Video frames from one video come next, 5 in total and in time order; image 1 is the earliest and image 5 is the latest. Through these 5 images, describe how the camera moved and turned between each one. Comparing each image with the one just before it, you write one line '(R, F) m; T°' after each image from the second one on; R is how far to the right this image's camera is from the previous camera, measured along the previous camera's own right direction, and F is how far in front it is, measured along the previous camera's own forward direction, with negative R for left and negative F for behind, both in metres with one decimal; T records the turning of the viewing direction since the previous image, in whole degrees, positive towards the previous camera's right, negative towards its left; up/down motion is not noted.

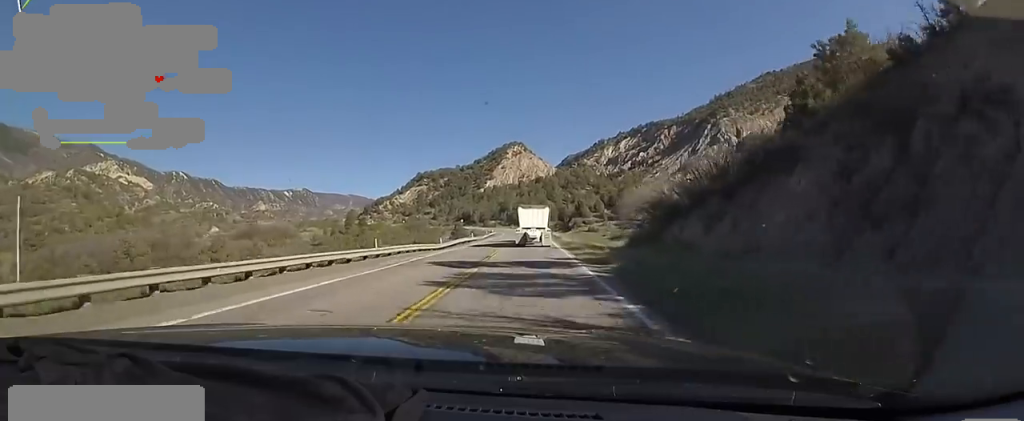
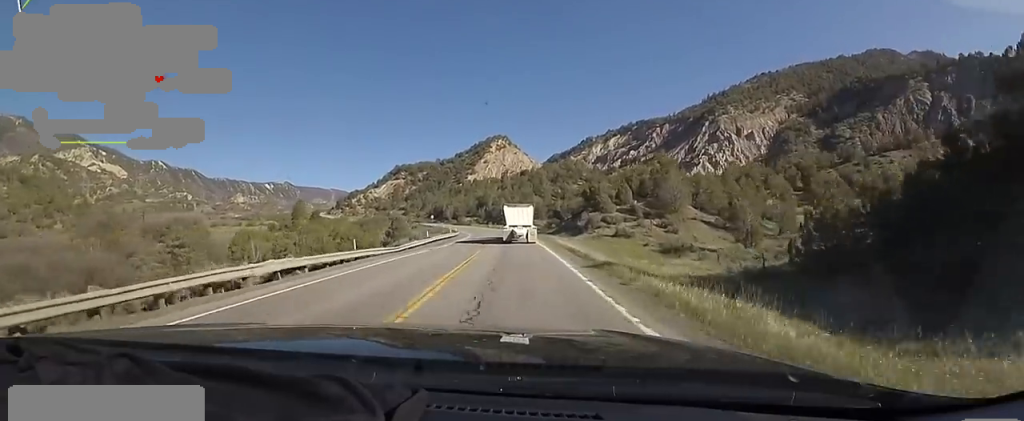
(+1.9, +39.7) m; +3°
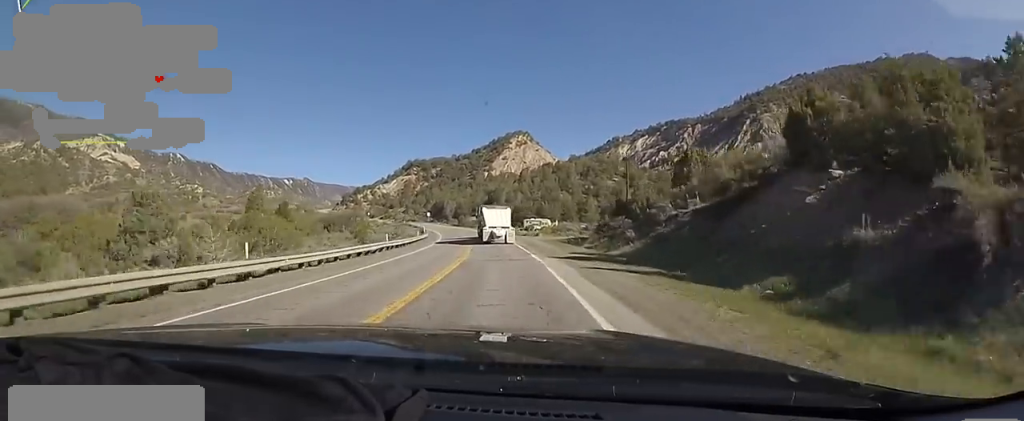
(-2.1, +47.7) m; -5°
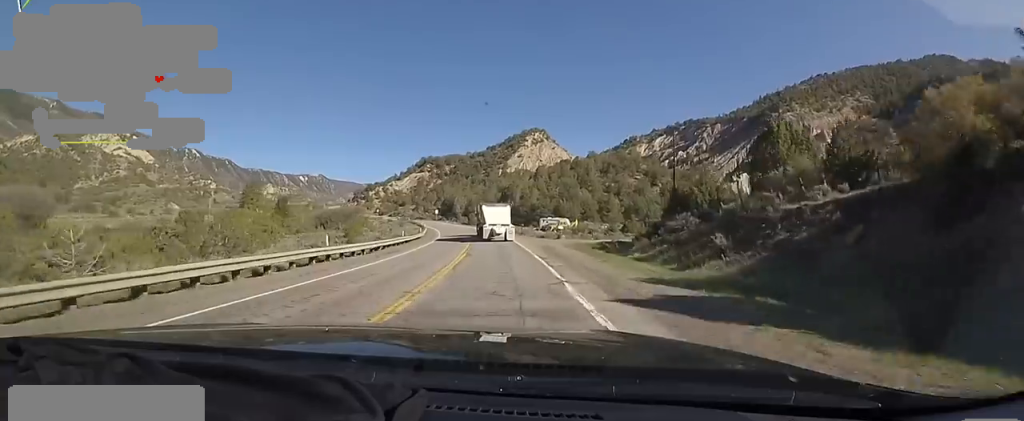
(0.0, +12.3) m; -2°
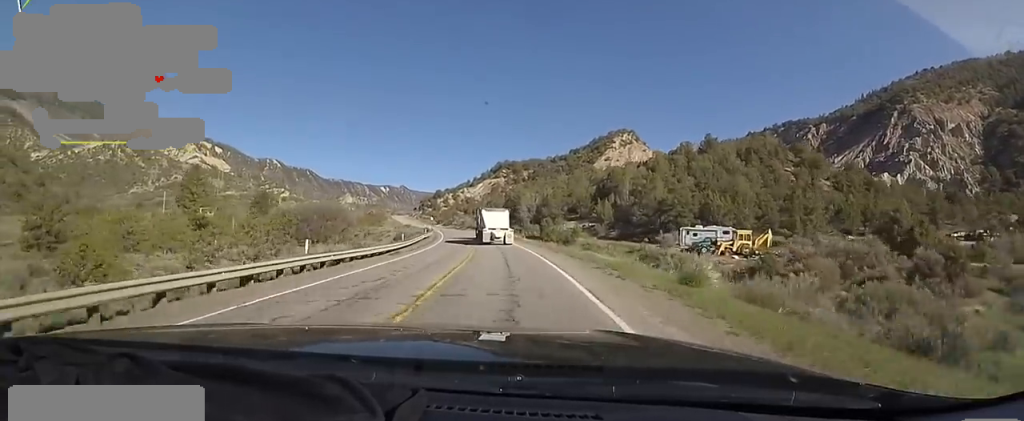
(-5.9, +61.1) m; -10°
